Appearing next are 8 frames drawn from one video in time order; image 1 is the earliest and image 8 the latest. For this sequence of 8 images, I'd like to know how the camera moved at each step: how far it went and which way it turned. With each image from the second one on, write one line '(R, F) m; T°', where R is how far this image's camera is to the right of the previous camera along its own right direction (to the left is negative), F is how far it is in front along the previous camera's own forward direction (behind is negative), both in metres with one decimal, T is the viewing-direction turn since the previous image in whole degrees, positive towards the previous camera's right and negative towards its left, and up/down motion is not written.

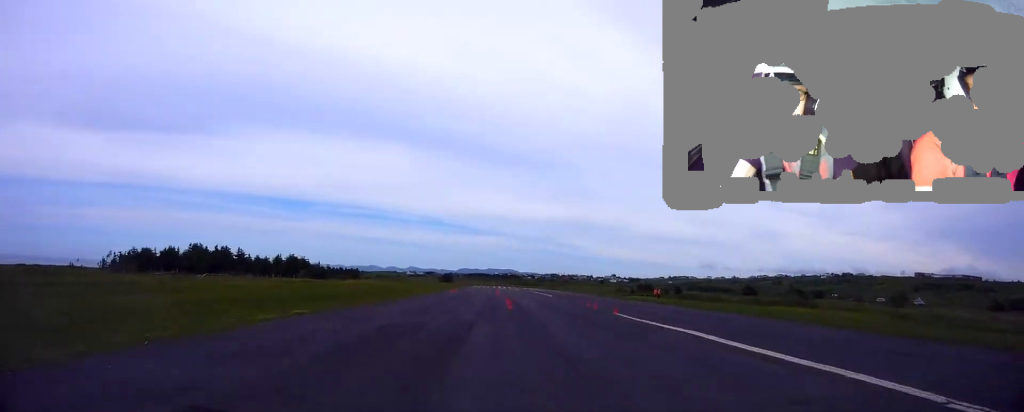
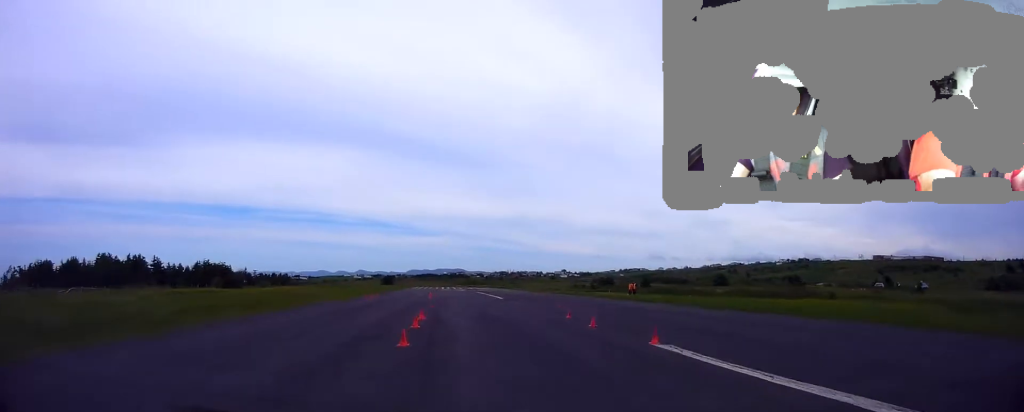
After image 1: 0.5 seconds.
(0.0, +14.1) m; +1°
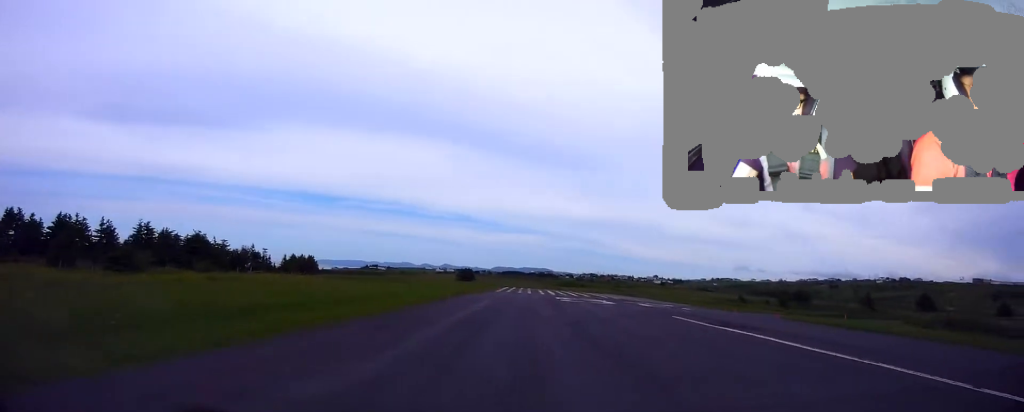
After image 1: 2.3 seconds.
(-2.0, +44.8) m; -1°
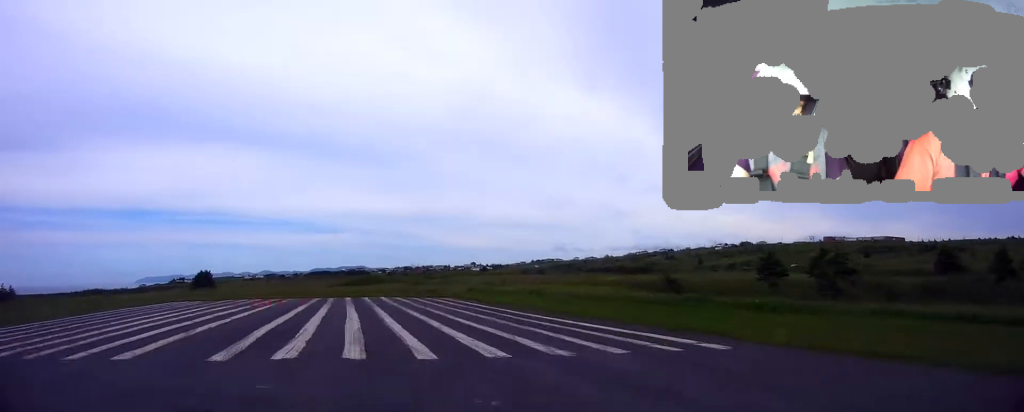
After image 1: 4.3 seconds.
(+7.7, +44.0) m; +15°
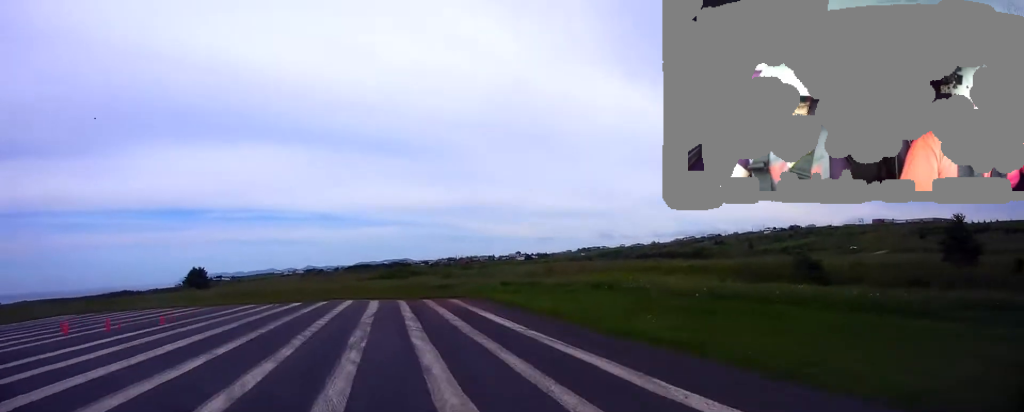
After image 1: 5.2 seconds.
(-0.1, +16.7) m; -8°
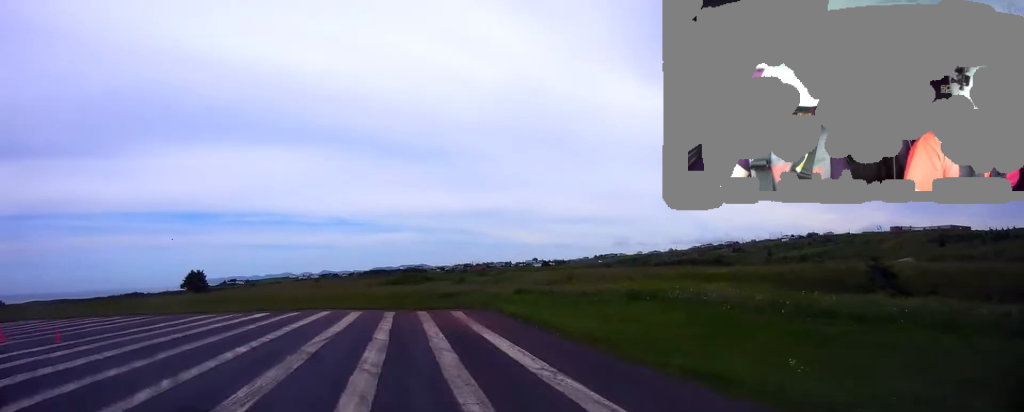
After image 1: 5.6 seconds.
(+0.5, +6.7) m; -6°
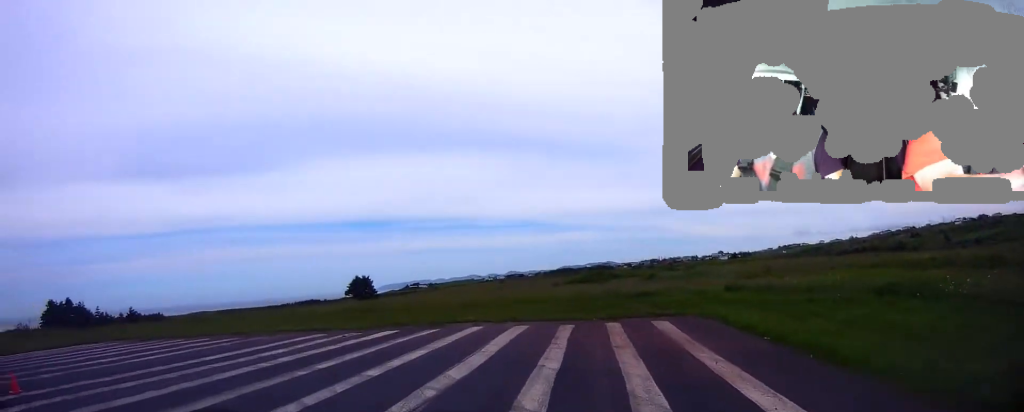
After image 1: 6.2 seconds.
(-1.9, +7.2) m; -24°
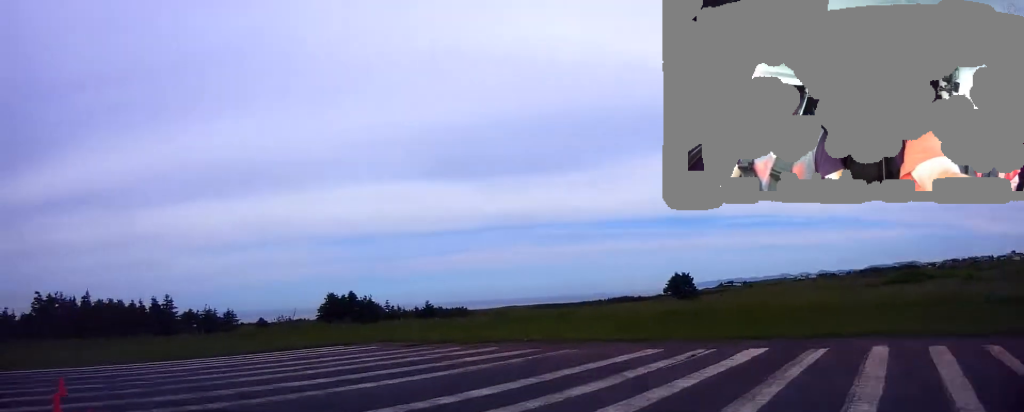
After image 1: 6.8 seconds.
(-0.6, +4.5) m; -28°
